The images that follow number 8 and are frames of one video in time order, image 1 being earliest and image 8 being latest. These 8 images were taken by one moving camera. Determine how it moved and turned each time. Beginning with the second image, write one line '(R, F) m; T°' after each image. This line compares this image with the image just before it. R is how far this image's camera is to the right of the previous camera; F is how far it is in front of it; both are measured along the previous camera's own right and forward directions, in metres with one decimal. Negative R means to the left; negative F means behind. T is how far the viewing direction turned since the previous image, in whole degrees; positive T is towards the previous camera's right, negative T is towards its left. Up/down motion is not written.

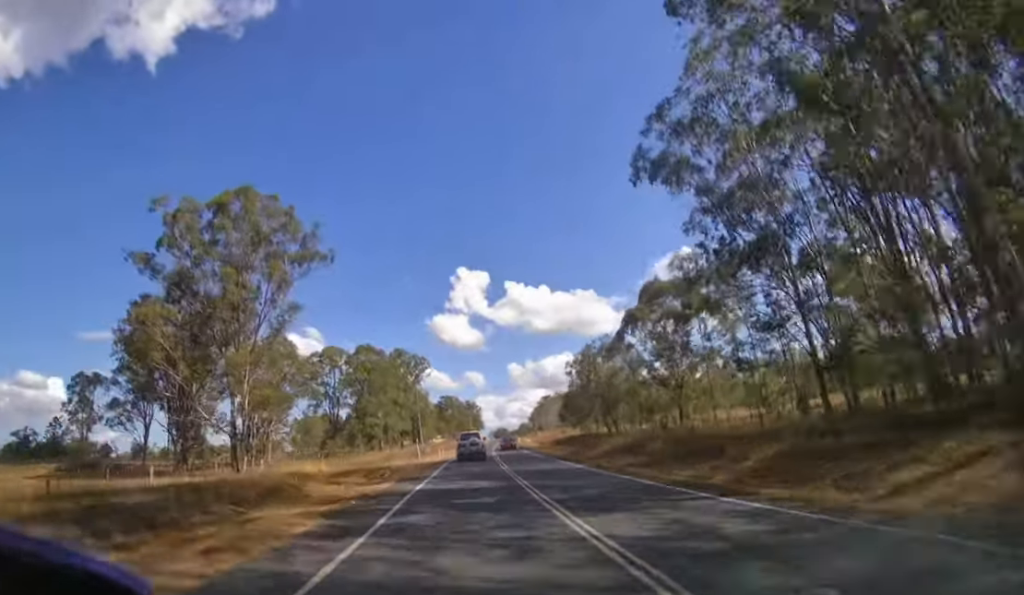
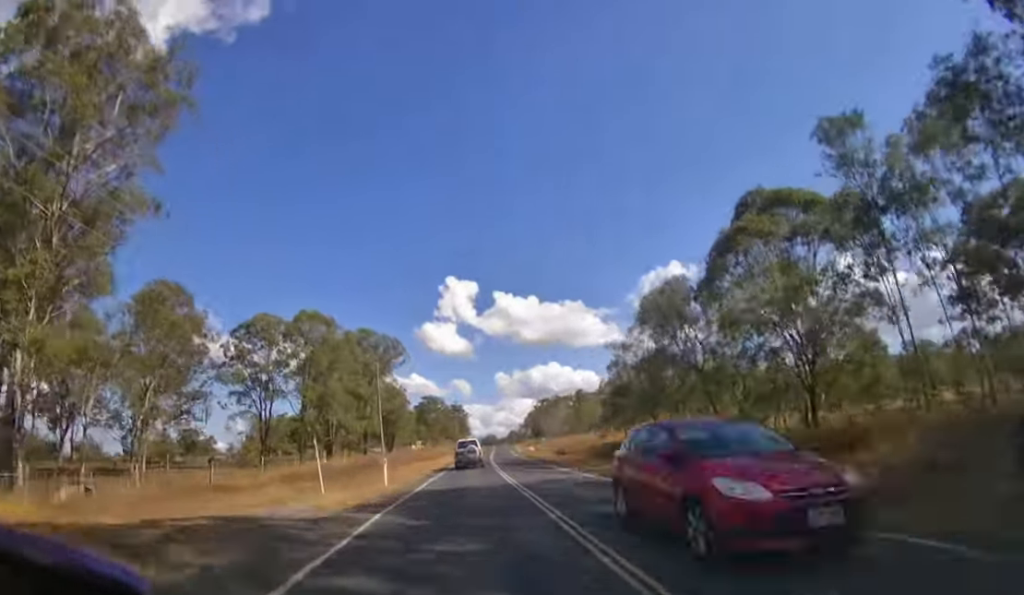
(+0.5, +26.0) m; +2°
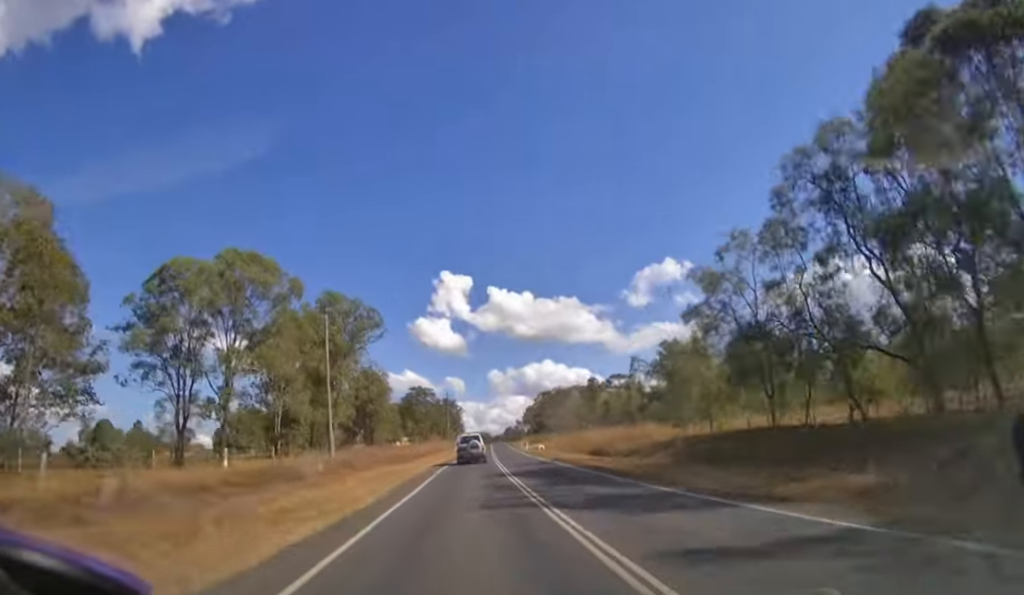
(+0.2, +19.6) m; +1°
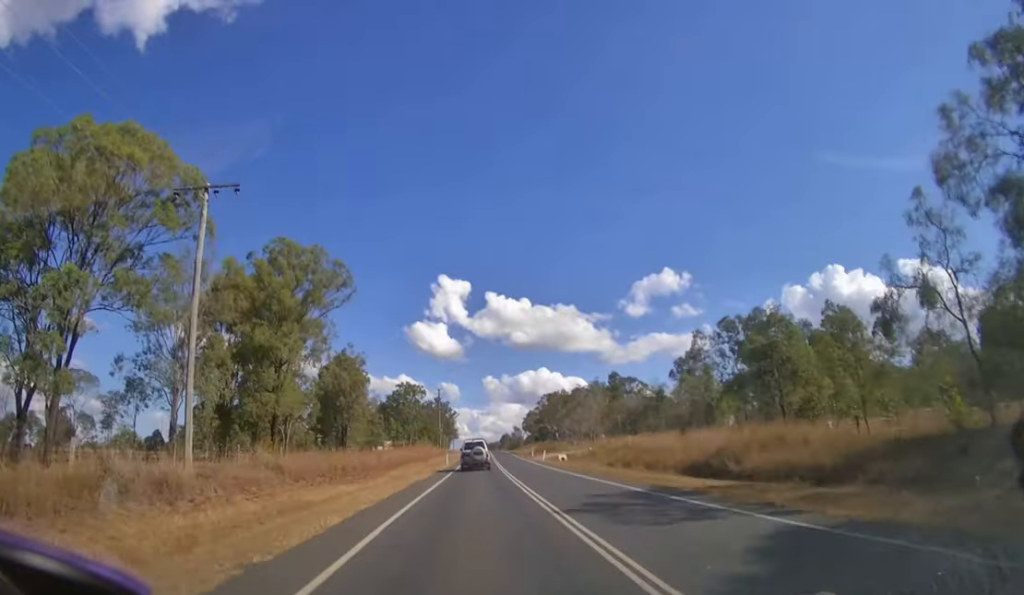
(+0.1, +21.8) m; +1°
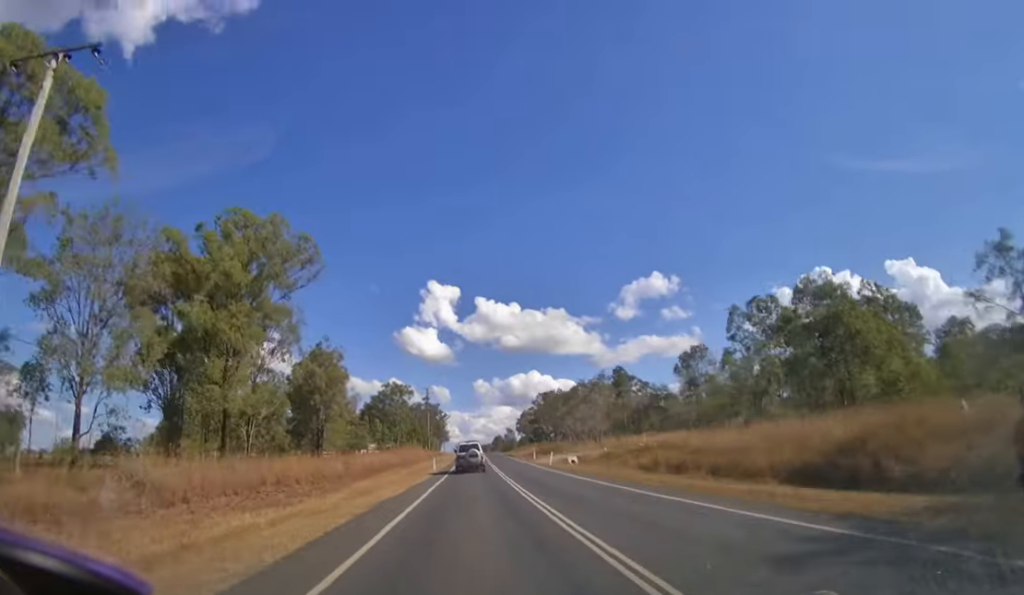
(+0.1, +9.2) m; +1°
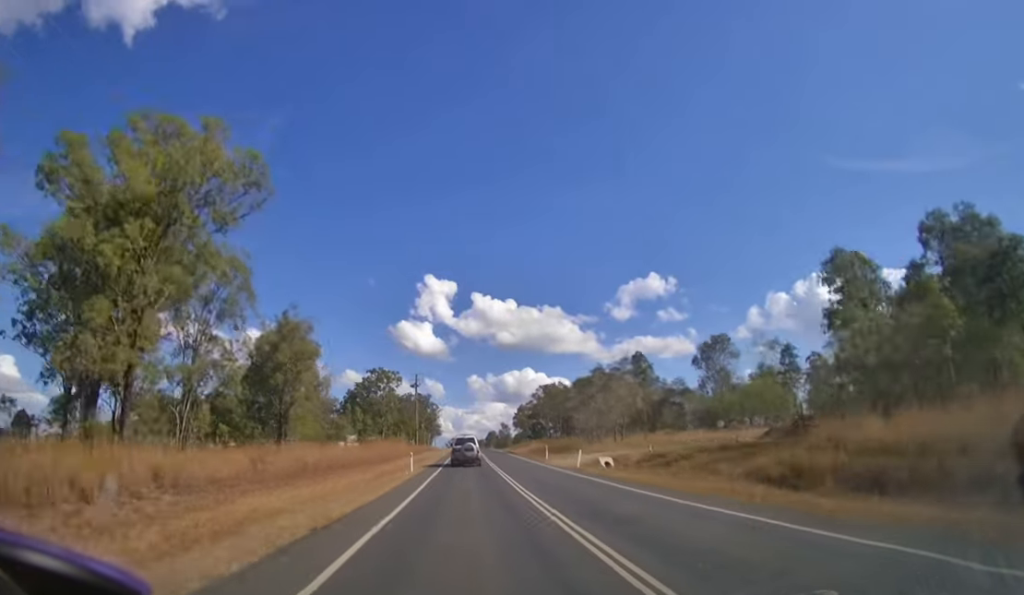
(0.0, +12.2) m; +1°
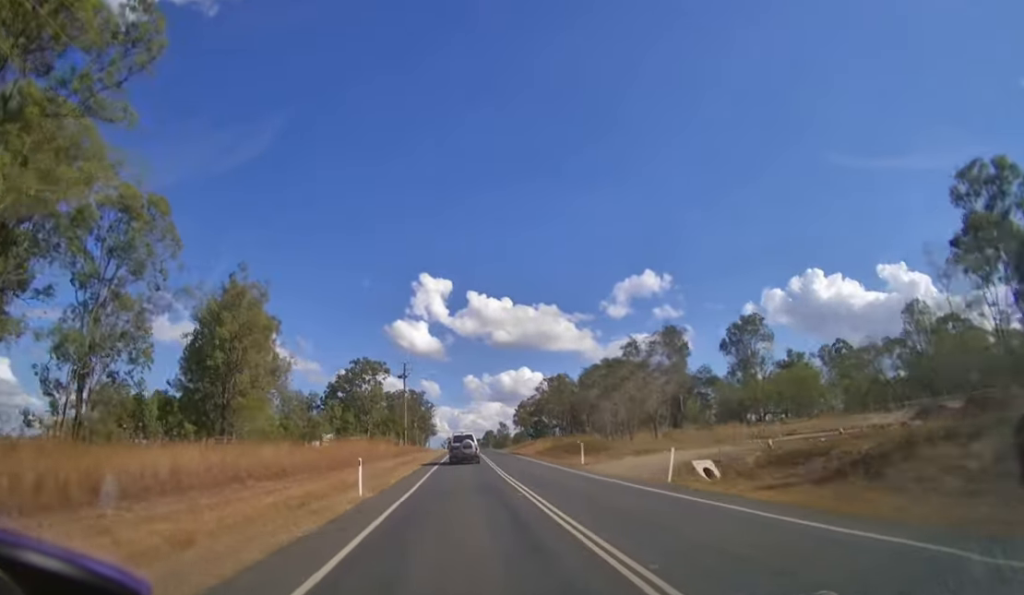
(+0.2, +13.2) m; +1°
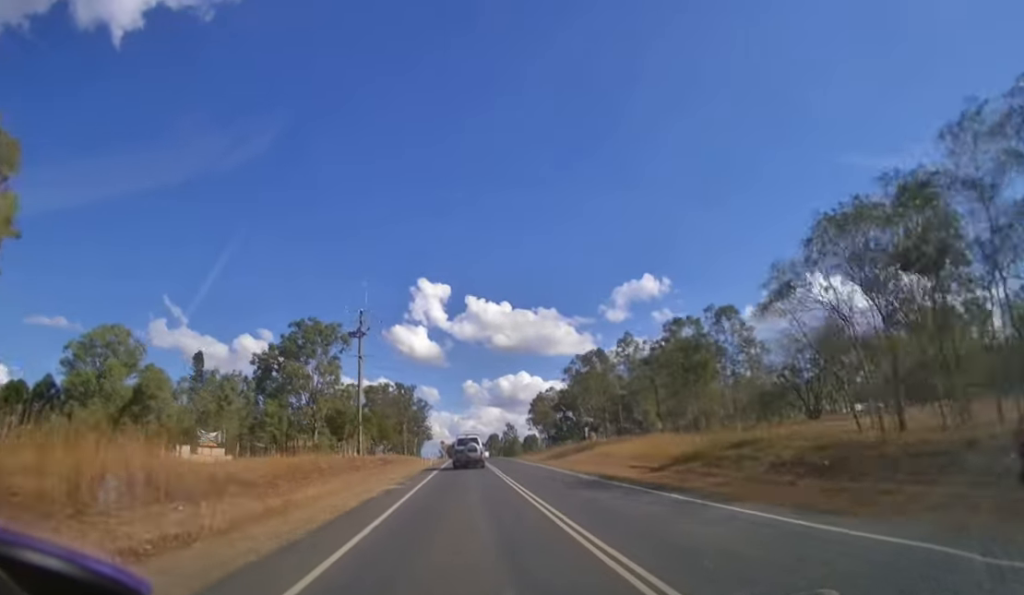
(+0.2, +34.1) m; 0°
